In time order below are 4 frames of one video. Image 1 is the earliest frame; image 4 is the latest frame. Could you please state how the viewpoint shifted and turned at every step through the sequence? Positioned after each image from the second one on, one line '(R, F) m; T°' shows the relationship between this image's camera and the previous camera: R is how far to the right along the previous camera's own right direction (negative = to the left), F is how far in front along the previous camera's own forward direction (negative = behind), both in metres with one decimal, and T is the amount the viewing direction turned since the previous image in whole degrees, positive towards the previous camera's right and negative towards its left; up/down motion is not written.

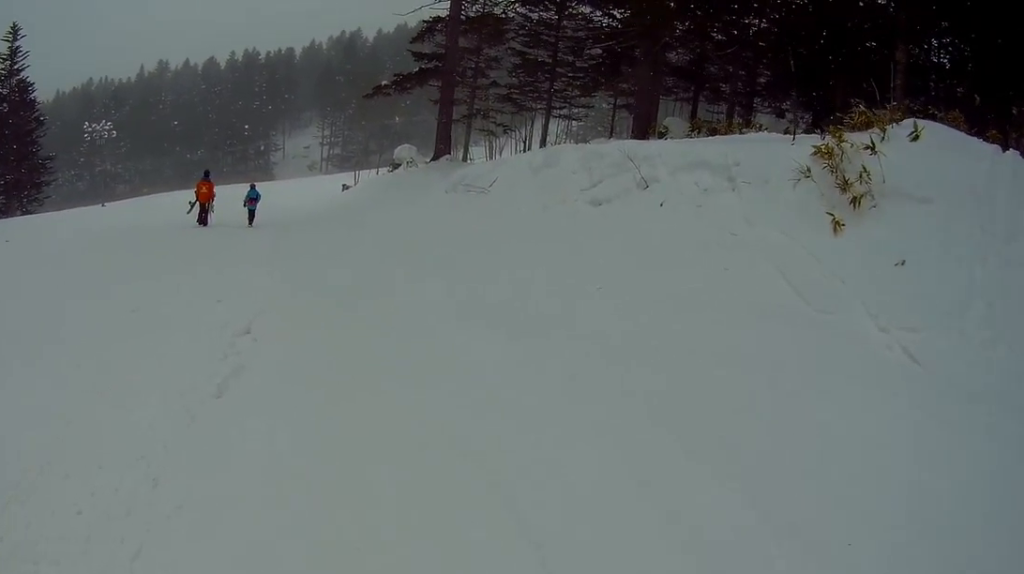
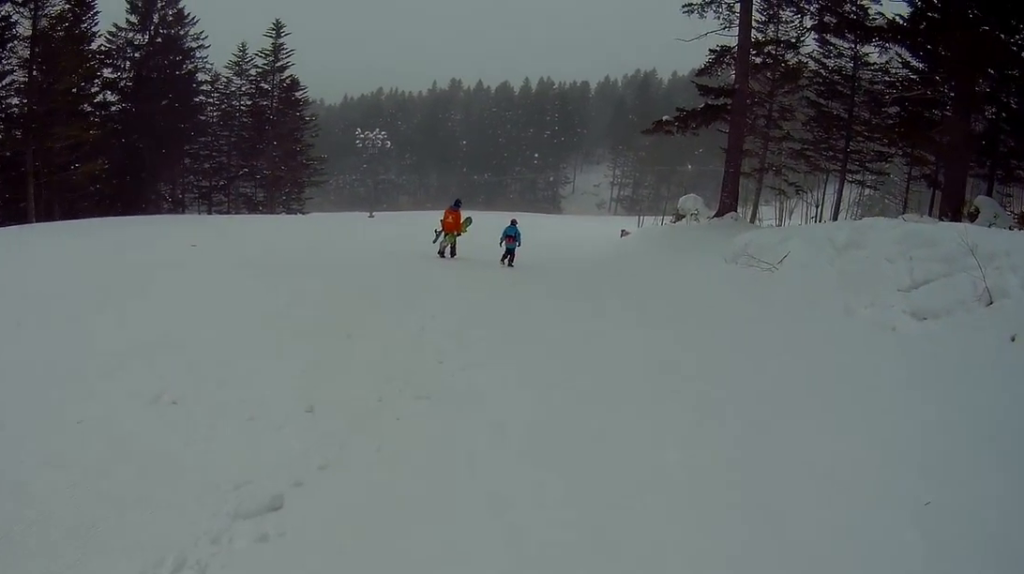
(-0.2, +3.5) m; -16°
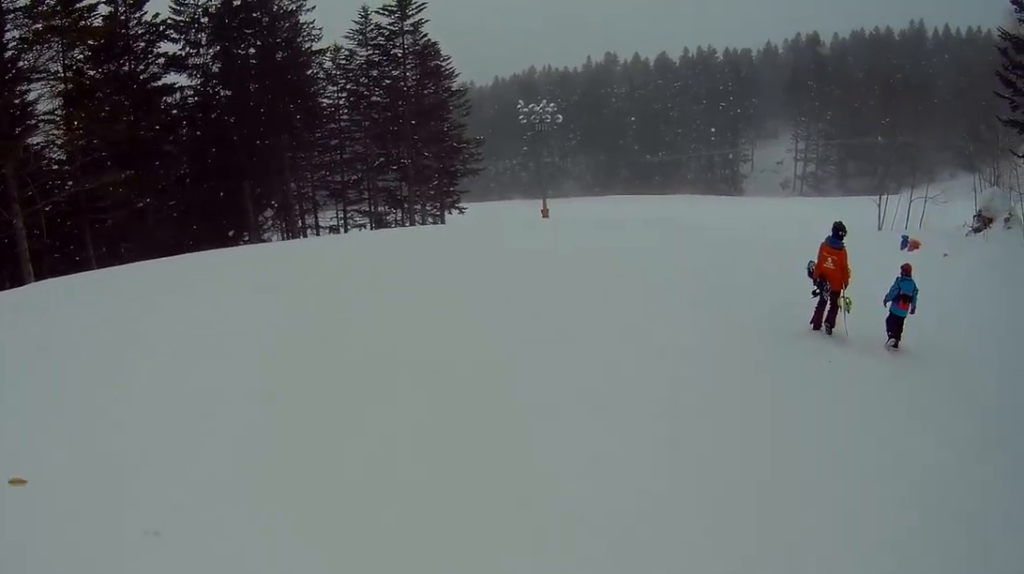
(-6.9, +10.2) m; -26°
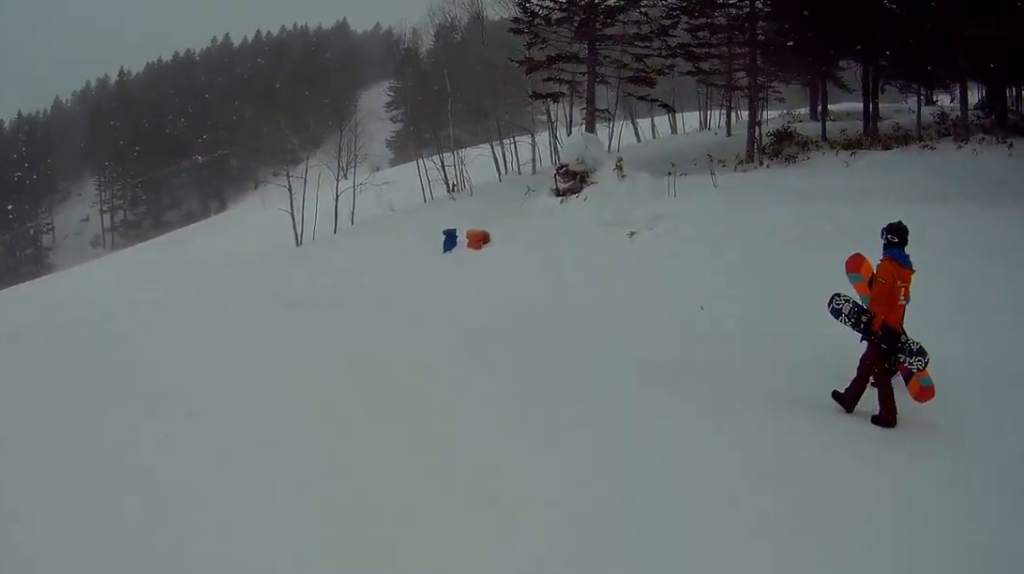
(+4.0, +10.6) m; +23°
